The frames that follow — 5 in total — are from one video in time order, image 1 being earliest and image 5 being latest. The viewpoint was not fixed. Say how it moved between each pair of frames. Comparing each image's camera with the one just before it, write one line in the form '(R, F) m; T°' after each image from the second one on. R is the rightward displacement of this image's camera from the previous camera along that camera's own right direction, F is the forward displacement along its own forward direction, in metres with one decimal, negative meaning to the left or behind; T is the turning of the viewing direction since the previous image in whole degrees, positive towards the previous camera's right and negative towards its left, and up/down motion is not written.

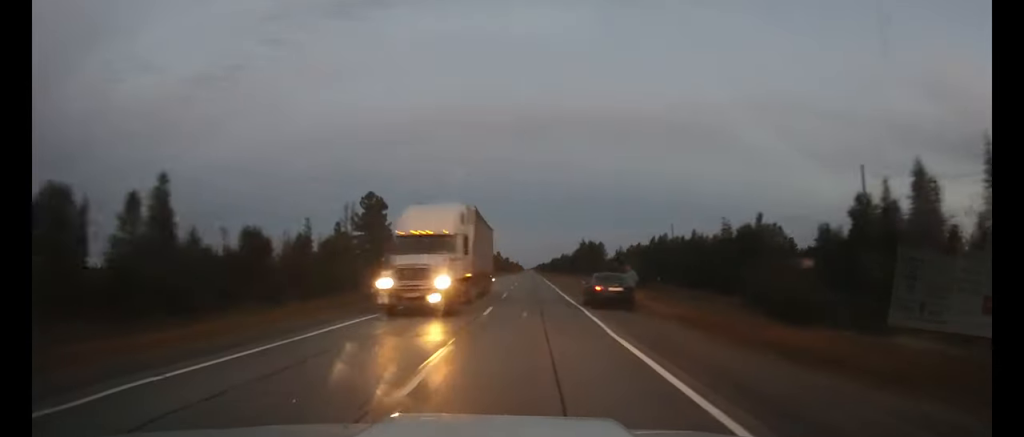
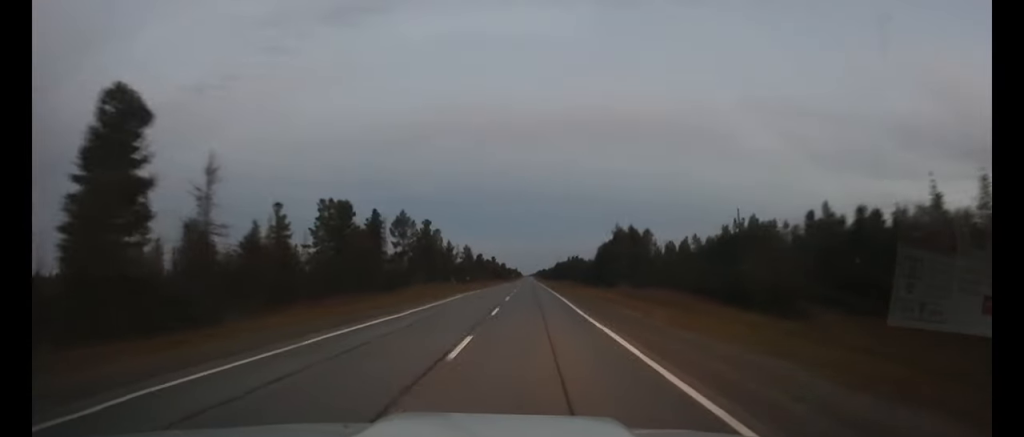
(-0.2, +44.9) m; 0°
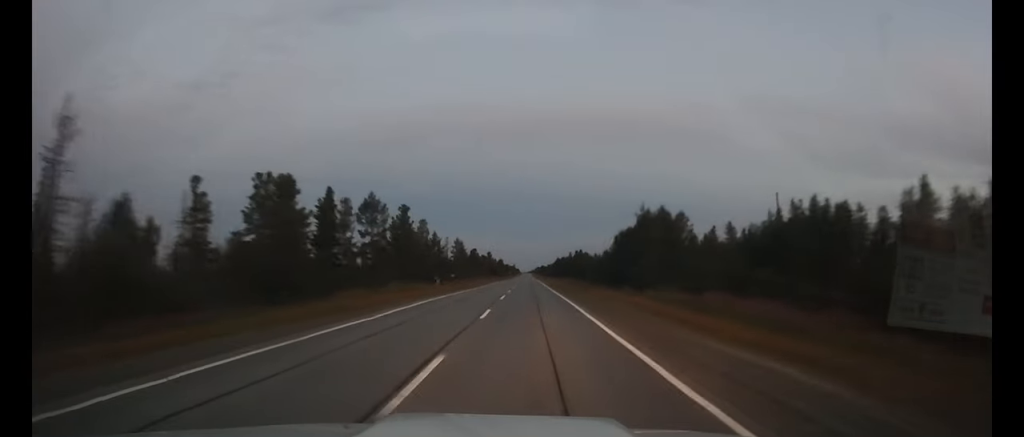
(0.0, +15.5) m; 0°
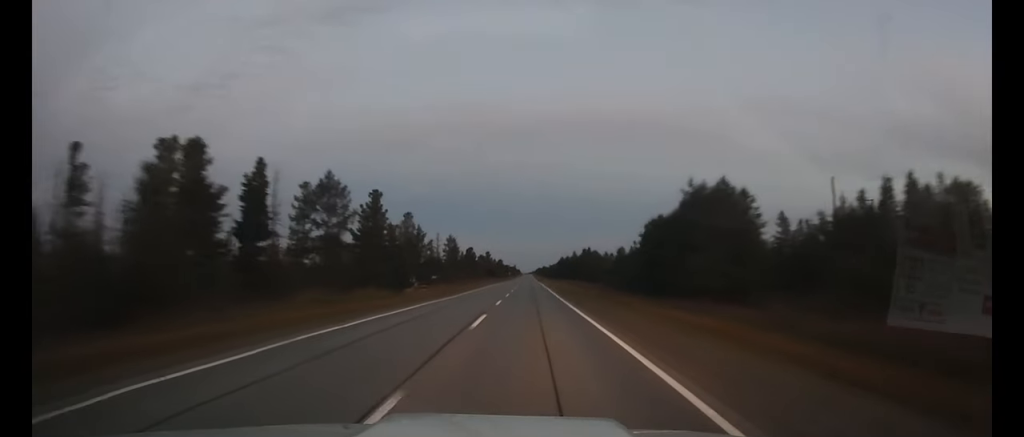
(0.0, +14.8) m; 0°
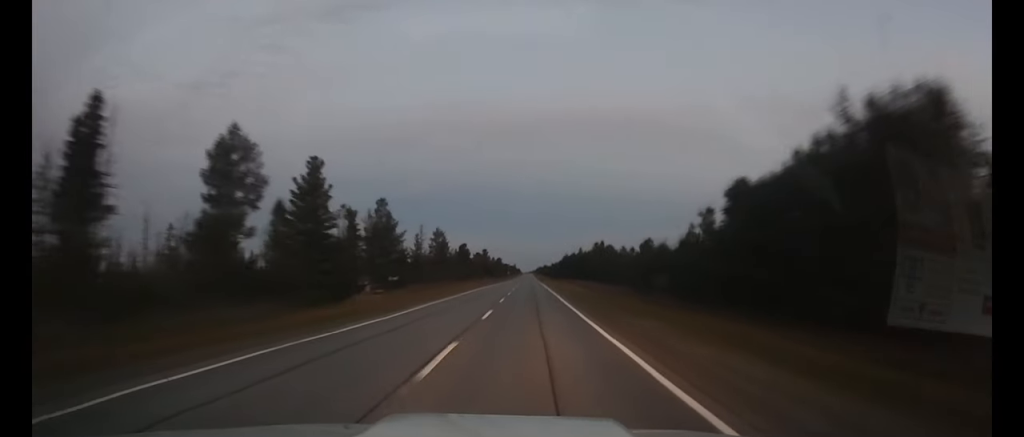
(0.0, +18.3) m; 0°
